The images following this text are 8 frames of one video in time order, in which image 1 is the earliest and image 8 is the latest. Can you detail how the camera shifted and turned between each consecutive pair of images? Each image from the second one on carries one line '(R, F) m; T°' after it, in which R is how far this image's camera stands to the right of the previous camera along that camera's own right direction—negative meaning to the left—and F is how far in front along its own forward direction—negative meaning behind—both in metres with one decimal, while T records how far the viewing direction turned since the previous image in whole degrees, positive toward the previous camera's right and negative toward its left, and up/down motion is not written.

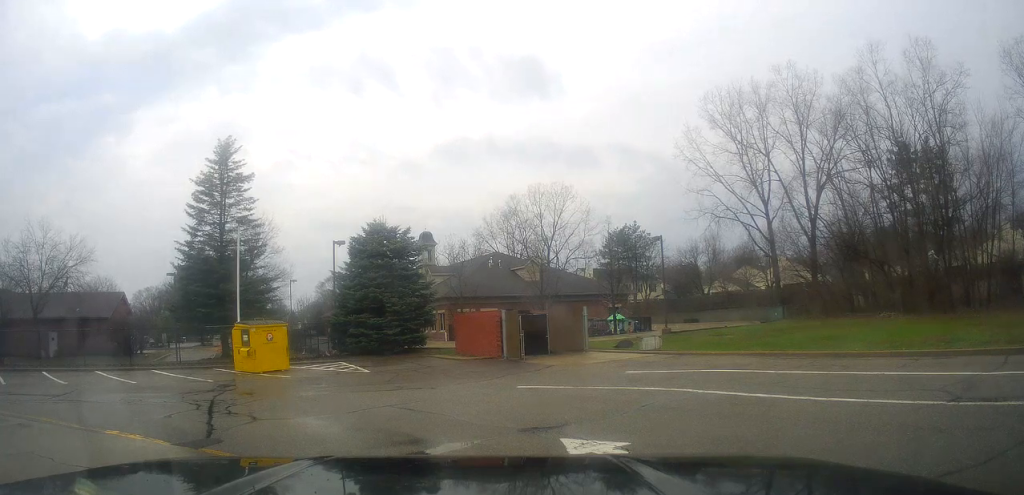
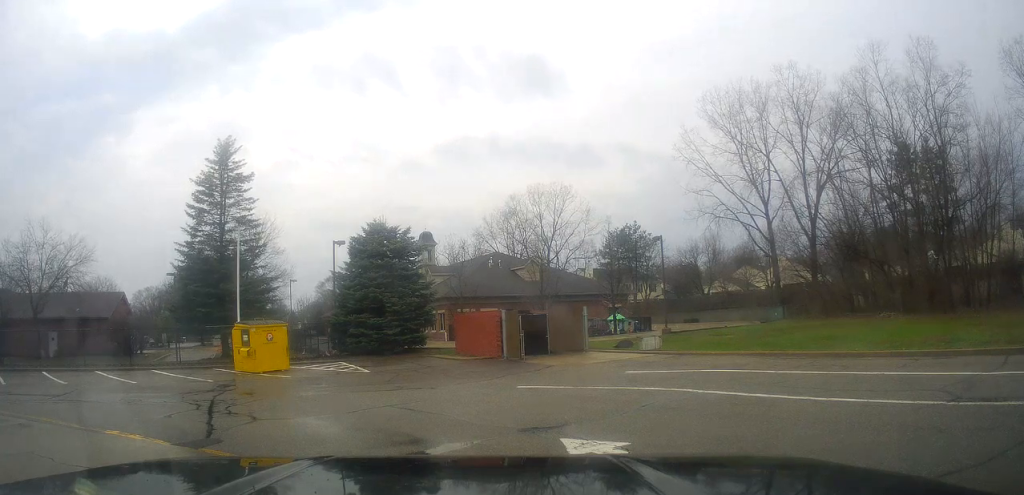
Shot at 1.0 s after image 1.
(0.0, 0.0) m; 0°
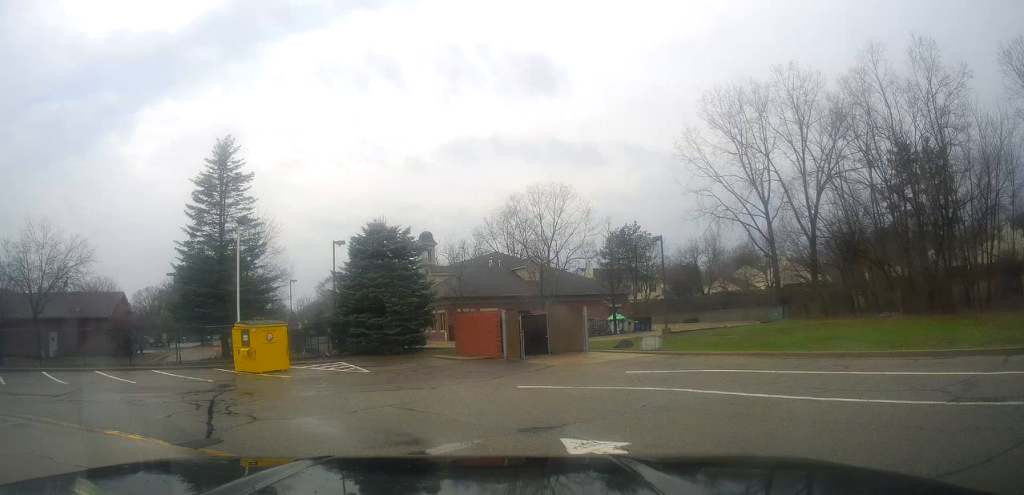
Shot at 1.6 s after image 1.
(0.0, 0.0) m; 0°
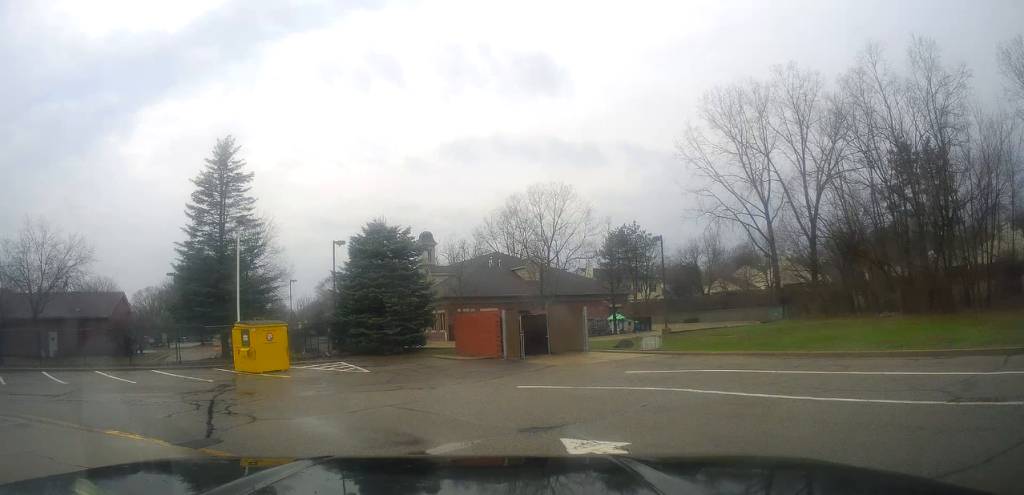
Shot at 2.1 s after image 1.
(0.0, 0.0) m; 0°
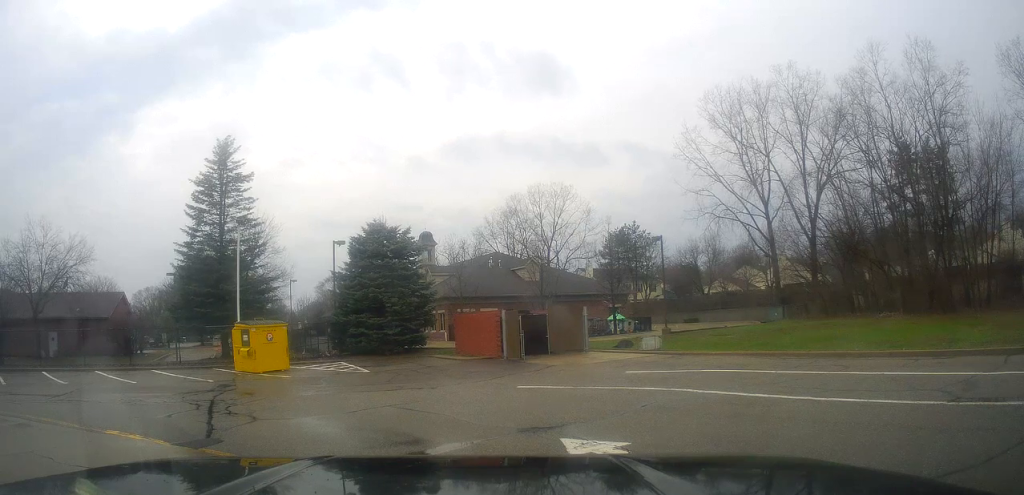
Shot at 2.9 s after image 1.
(0.0, 0.0) m; 0°
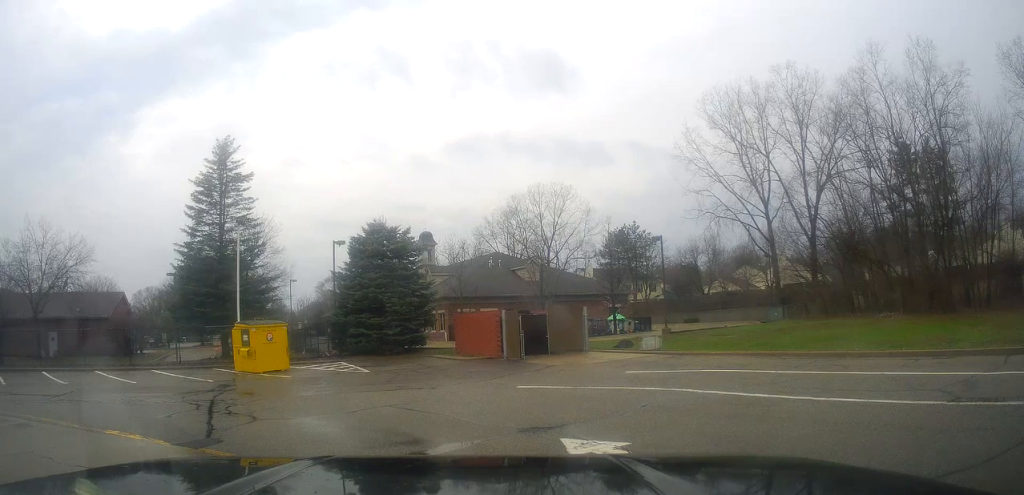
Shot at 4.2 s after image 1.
(0.0, 0.0) m; 0°
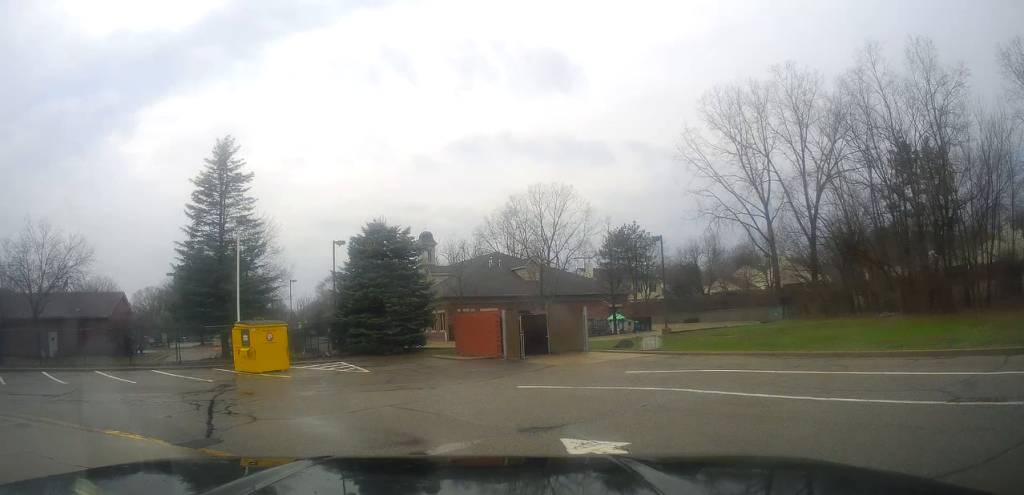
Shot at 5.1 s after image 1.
(0.0, 0.0) m; 0°
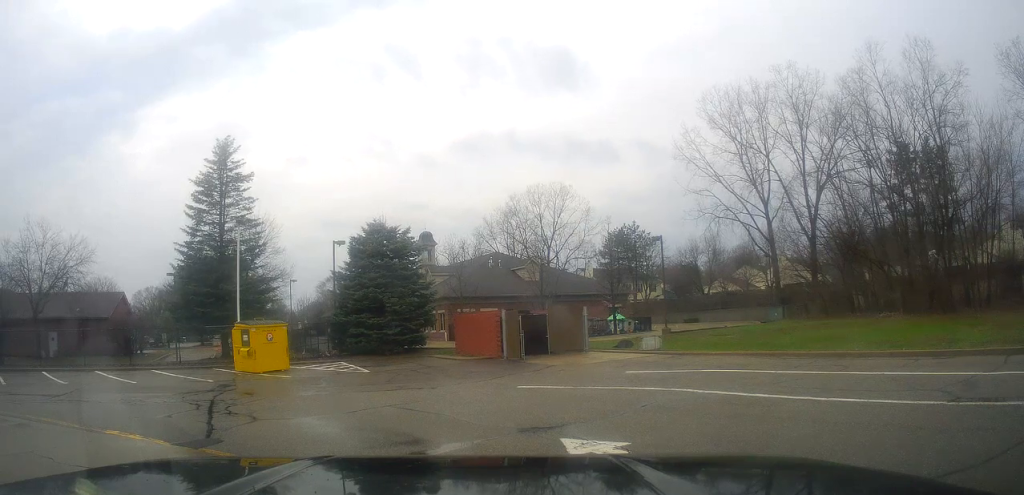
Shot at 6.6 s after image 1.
(0.0, 0.0) m; 0°
